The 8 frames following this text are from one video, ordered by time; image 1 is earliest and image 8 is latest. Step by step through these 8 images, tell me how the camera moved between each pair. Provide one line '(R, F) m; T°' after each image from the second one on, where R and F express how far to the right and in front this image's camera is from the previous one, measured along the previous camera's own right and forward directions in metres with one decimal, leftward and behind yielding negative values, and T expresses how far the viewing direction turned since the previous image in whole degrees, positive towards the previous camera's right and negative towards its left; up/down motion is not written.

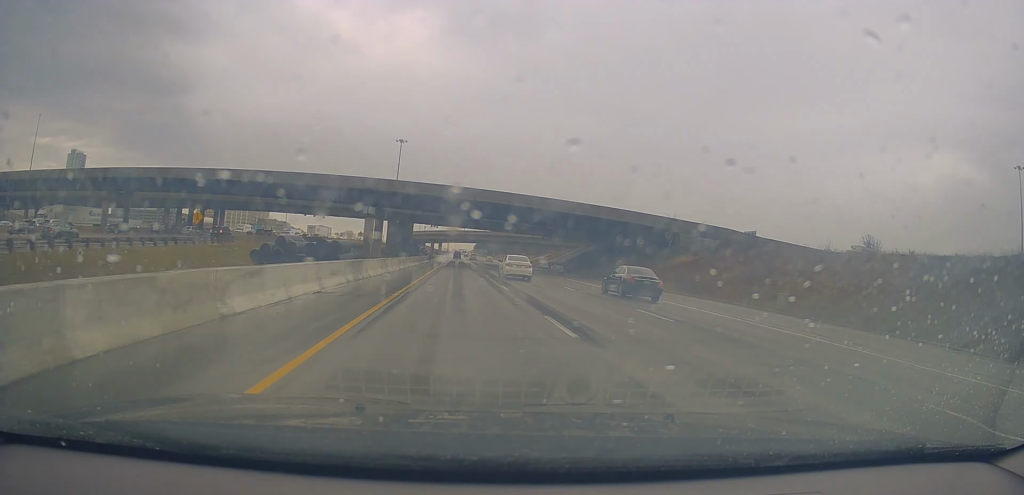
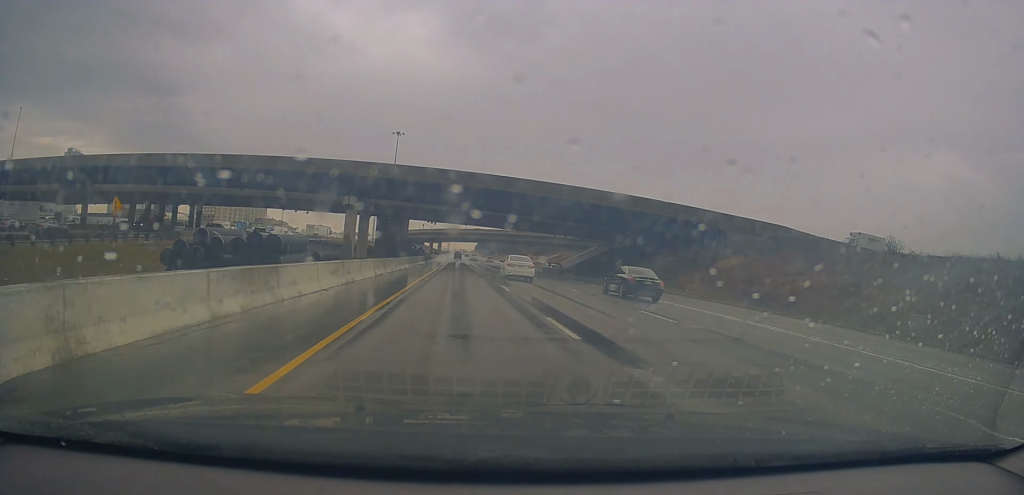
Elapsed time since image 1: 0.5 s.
(+0.2, +12.4) m; 0°
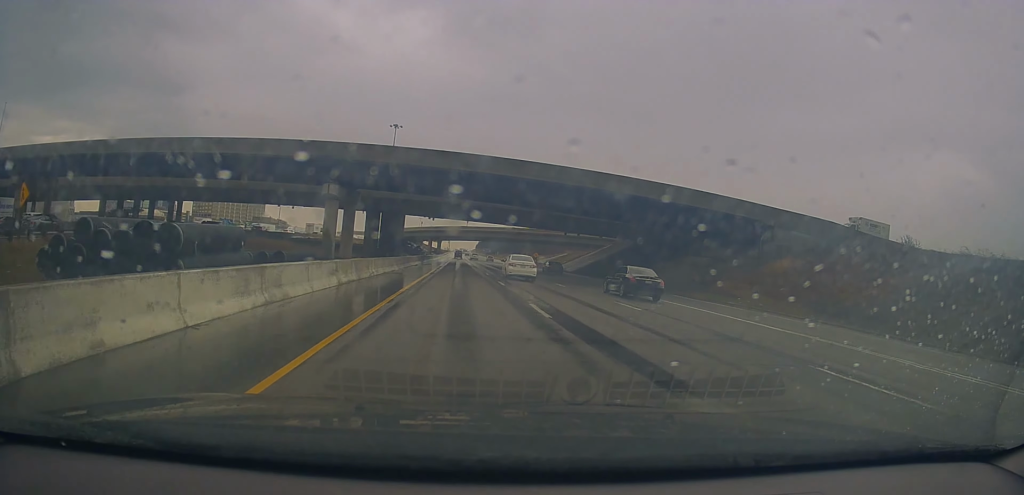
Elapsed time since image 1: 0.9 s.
(-0.4, +9.3) m; 0°
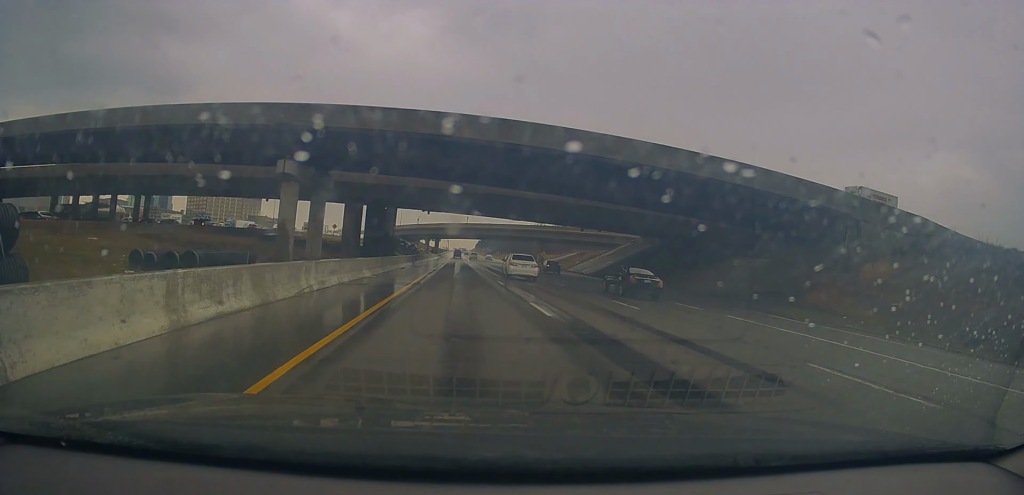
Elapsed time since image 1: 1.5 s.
(-0.3, +12.2) m; 0°
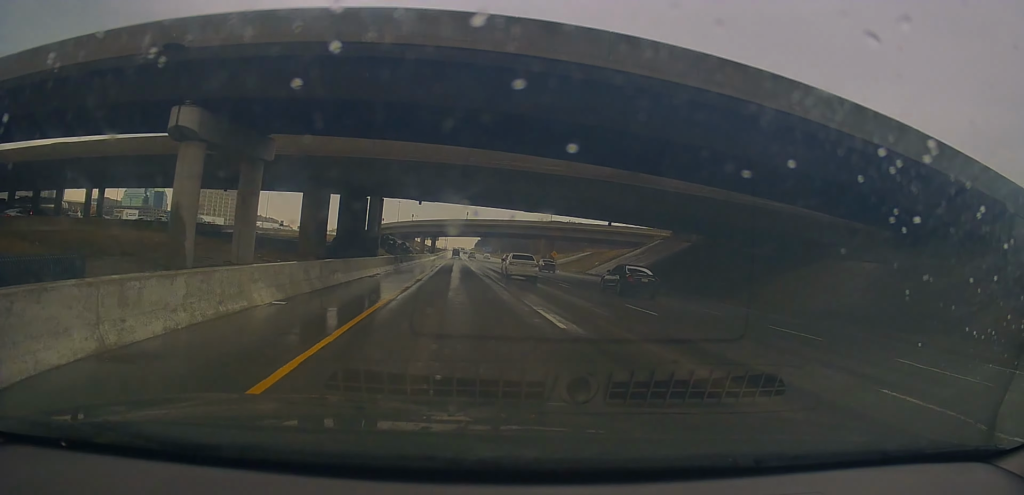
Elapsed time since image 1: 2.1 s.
(+0.6, +13.9) m; 0°
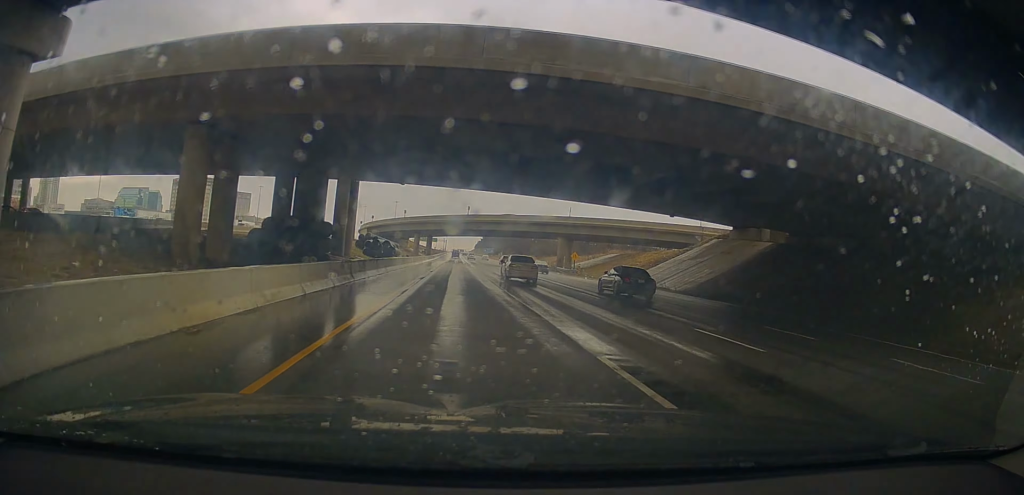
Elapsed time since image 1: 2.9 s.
(-0.3, +18.7) m; -1°
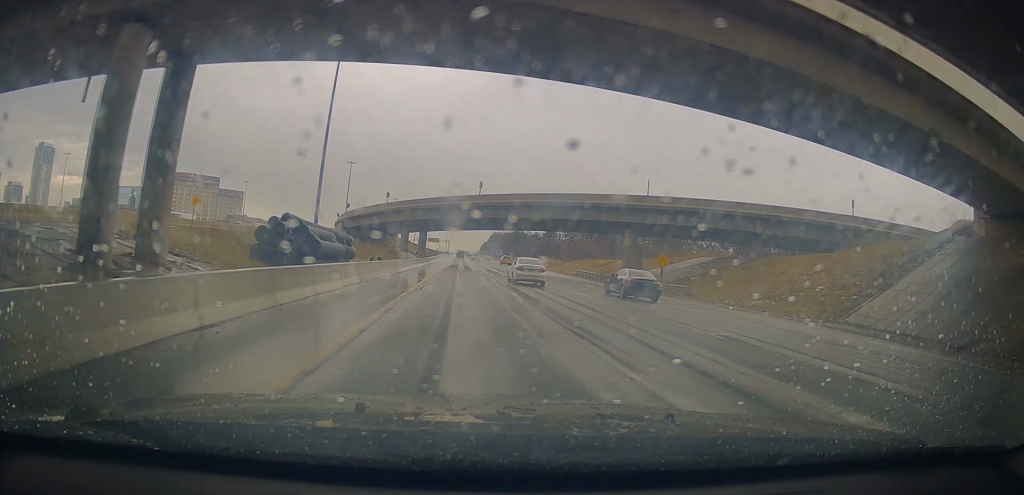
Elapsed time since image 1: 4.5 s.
(-0.1, +35.7) m; +1°
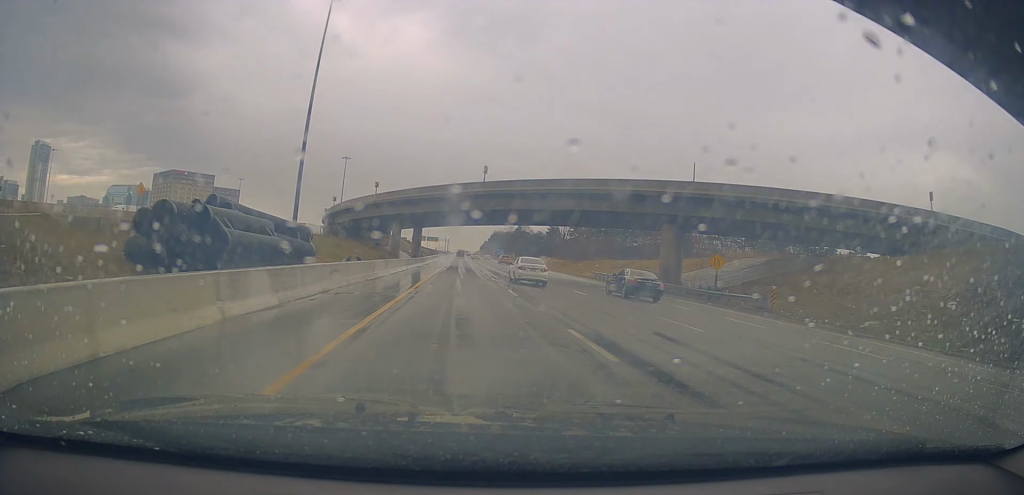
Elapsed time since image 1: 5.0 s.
(0.0, +10.6) m; 0°
